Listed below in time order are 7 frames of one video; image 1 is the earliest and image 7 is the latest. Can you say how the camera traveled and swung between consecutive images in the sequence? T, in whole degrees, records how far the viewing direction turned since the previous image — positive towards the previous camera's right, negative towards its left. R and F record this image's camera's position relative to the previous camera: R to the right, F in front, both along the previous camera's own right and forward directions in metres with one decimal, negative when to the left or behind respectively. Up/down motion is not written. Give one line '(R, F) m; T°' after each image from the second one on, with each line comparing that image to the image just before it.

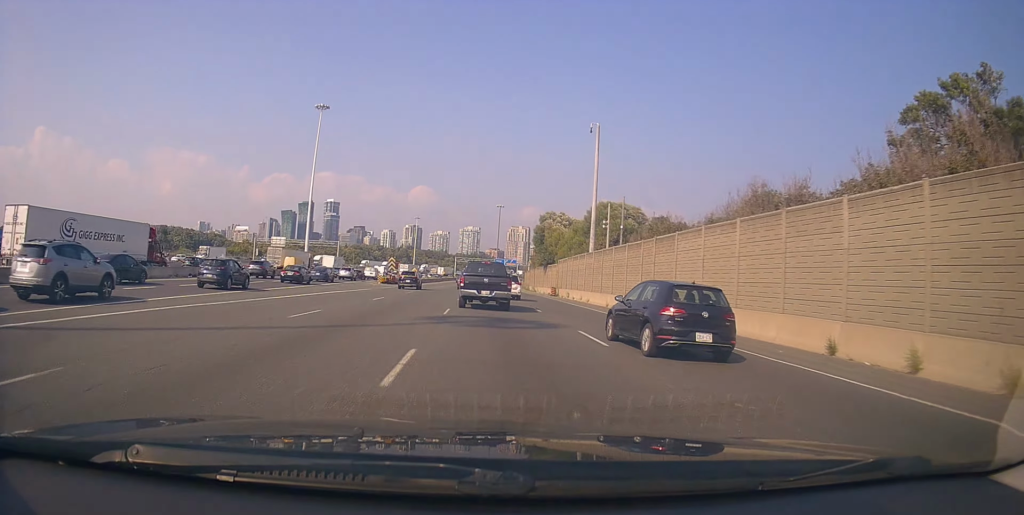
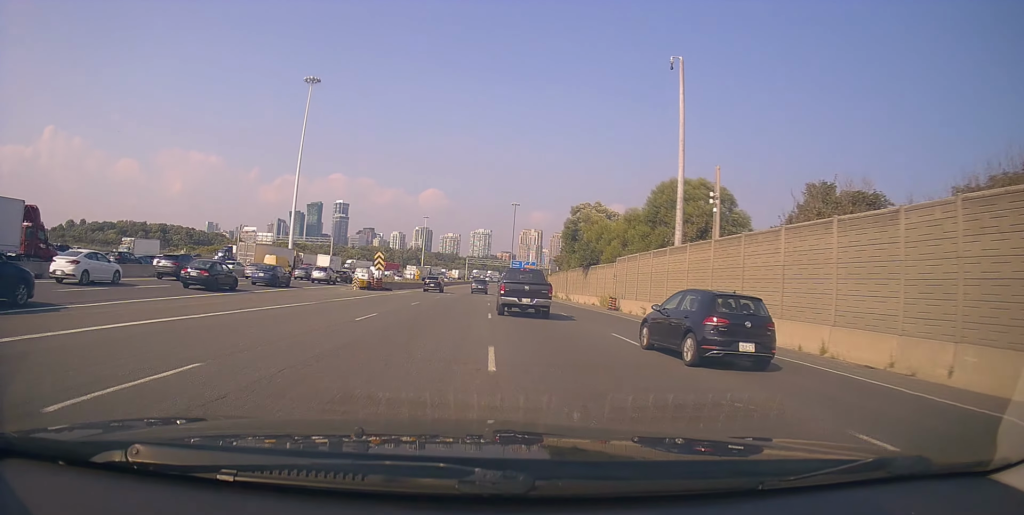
(+0.1, +21.6) m; 0°
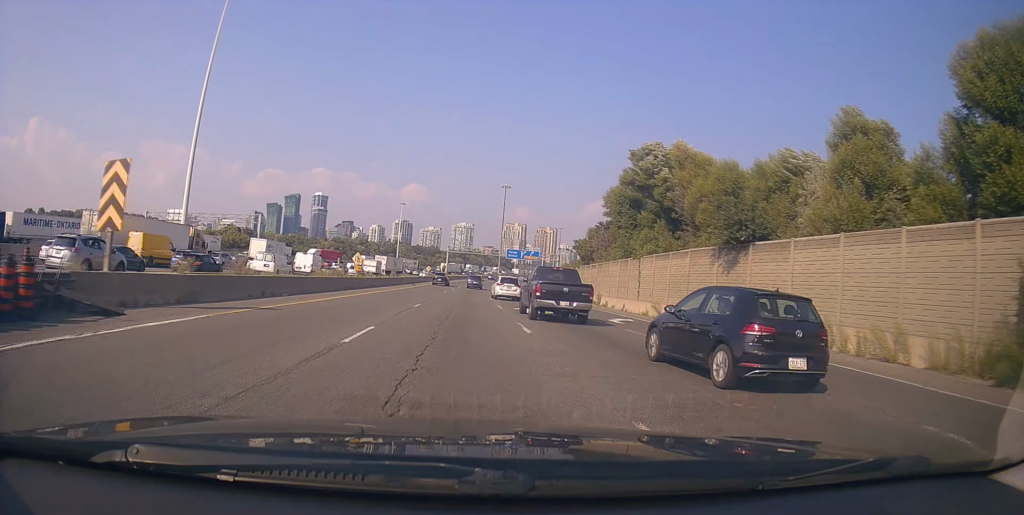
(+0.2, +40.8) m; +1°
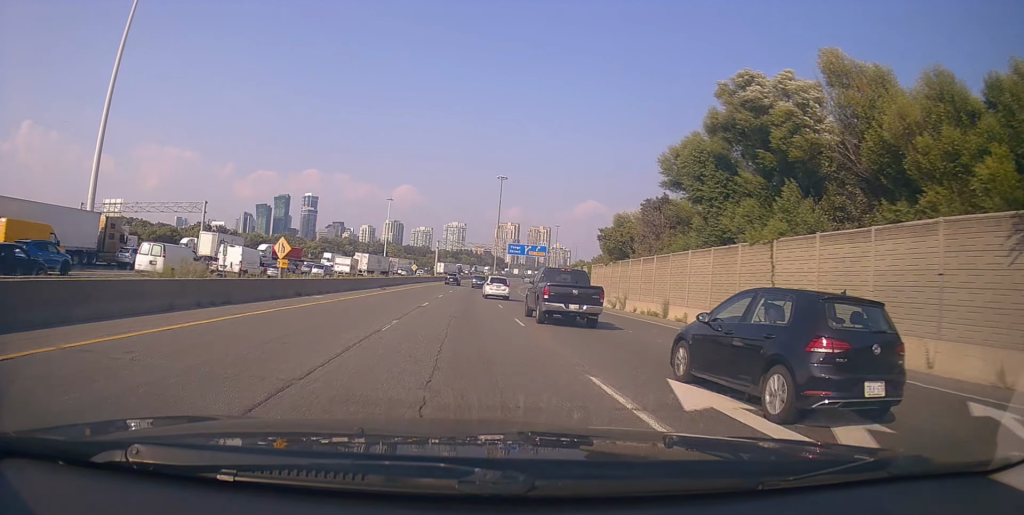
(-0.1, +21.1) m; 0°
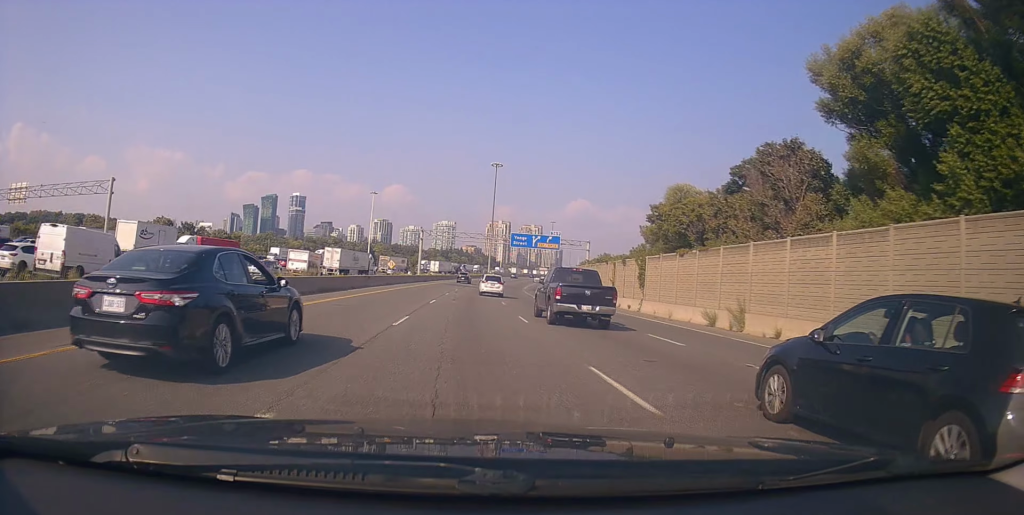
(+0.2, +22.9) m; +1°
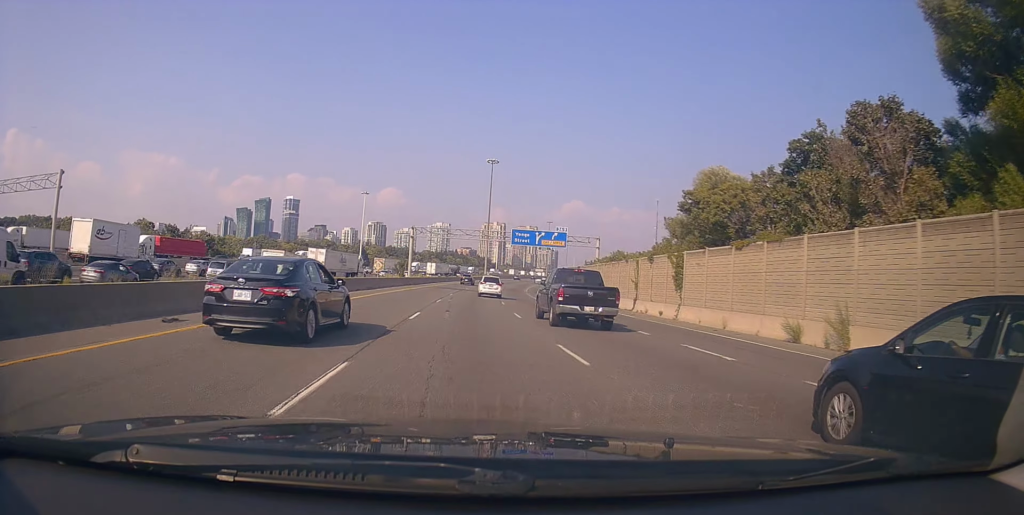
(0.0, +8.9) m; +1°
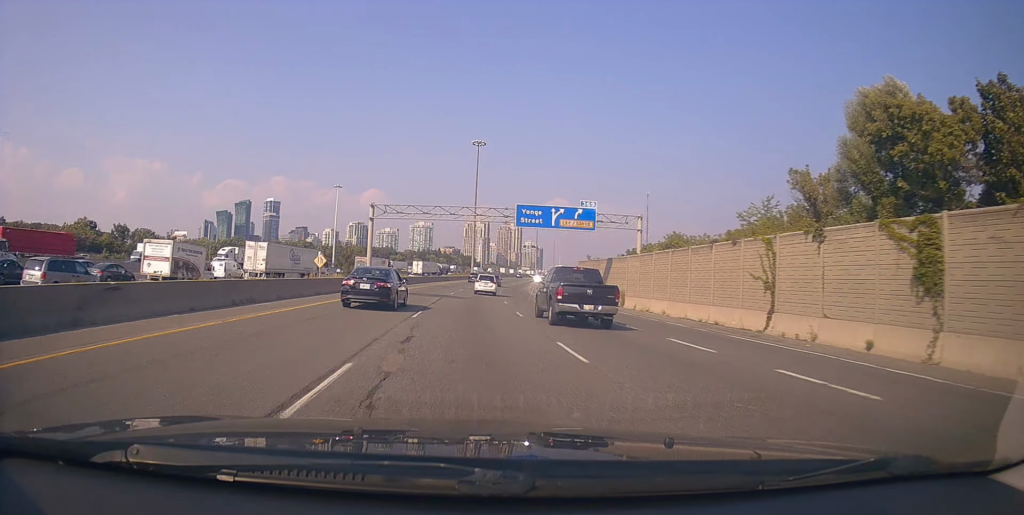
(+0.6, +23.5) m; +2°
